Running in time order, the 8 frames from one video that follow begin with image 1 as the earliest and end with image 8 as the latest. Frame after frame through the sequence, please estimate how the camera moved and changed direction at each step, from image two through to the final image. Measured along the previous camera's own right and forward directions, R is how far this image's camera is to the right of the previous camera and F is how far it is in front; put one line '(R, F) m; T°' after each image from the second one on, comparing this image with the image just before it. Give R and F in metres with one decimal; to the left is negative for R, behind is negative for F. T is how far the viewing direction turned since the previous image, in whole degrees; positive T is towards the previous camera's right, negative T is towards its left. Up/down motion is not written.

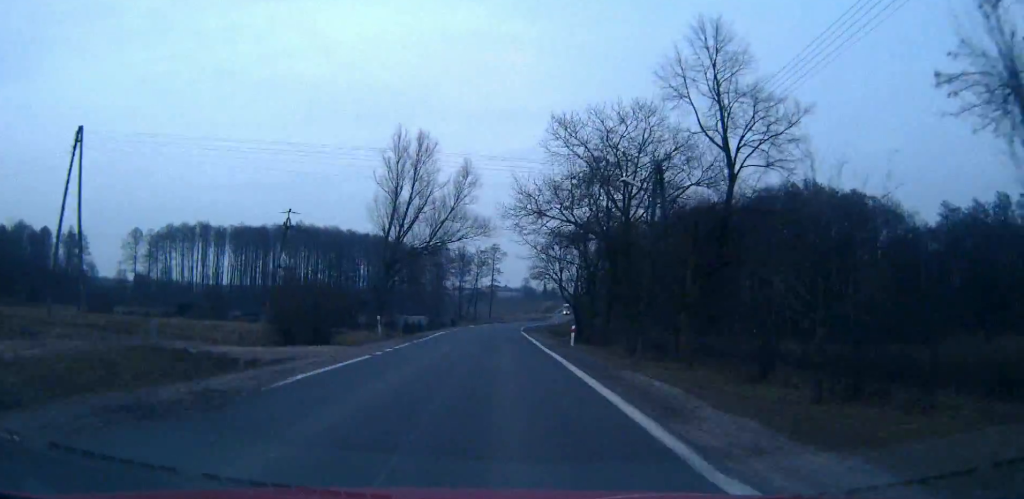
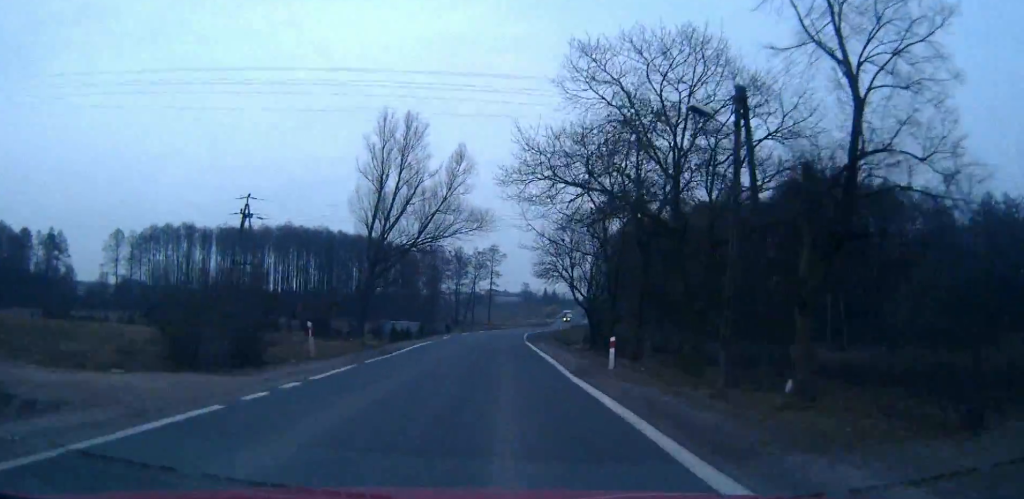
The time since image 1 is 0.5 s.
(0.0, +11.2) m; 0°
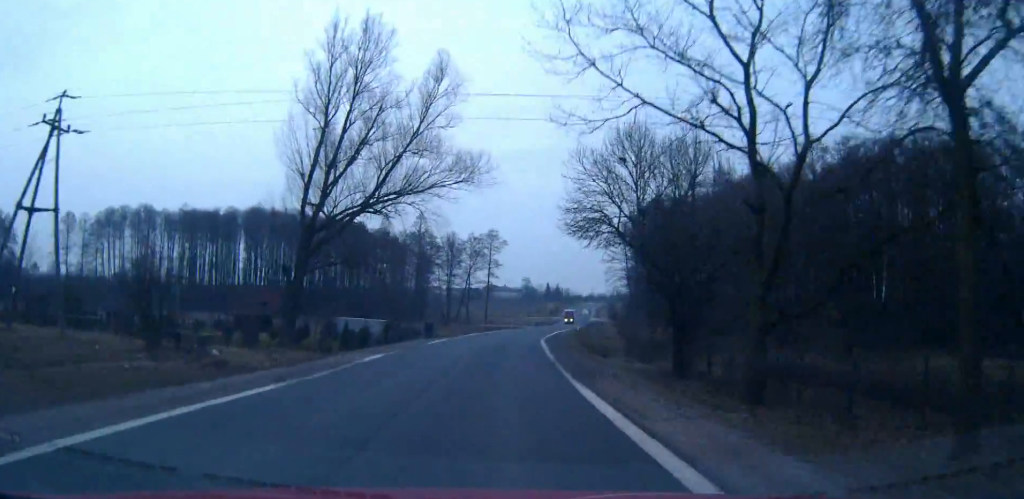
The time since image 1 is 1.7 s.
(0.0, +27.4) m; 0°
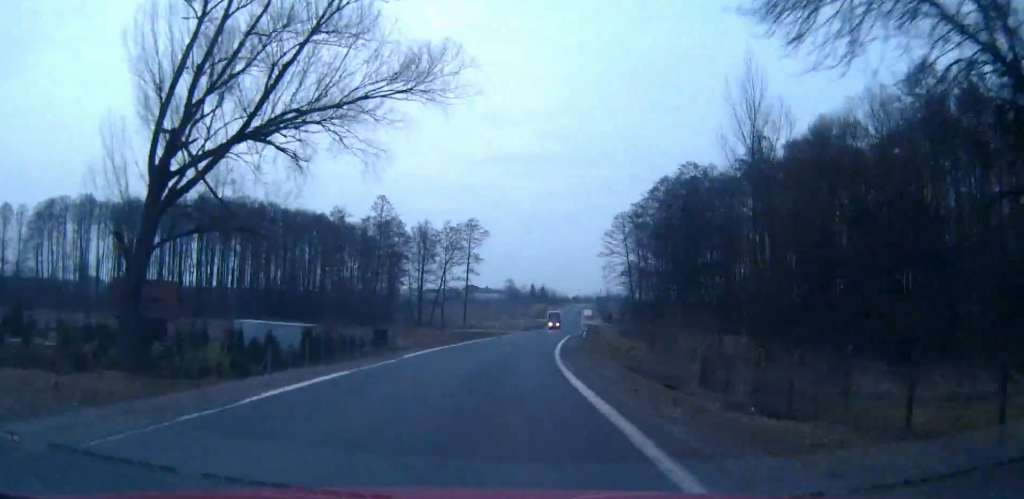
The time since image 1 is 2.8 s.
(+0.1, +23.1) m; +1°
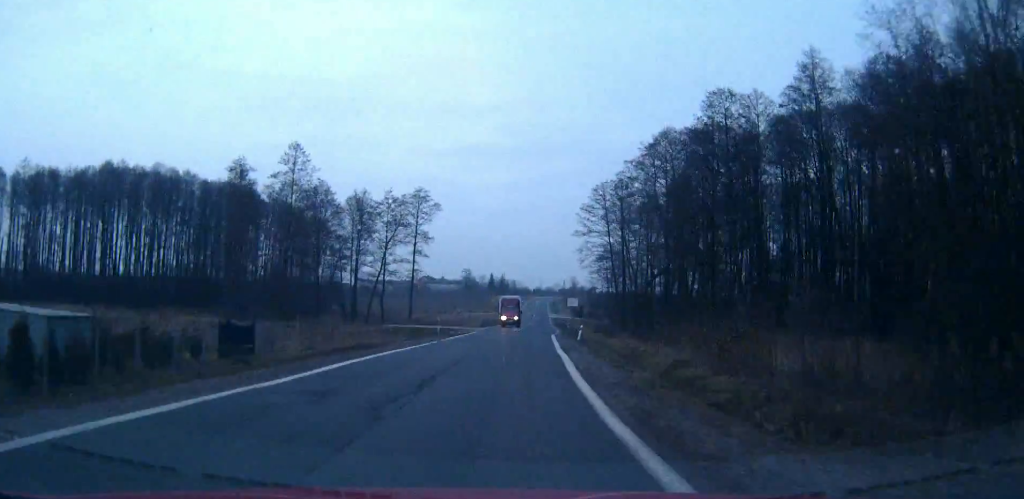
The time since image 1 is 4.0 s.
(+0.6, +25.7) m; +3°
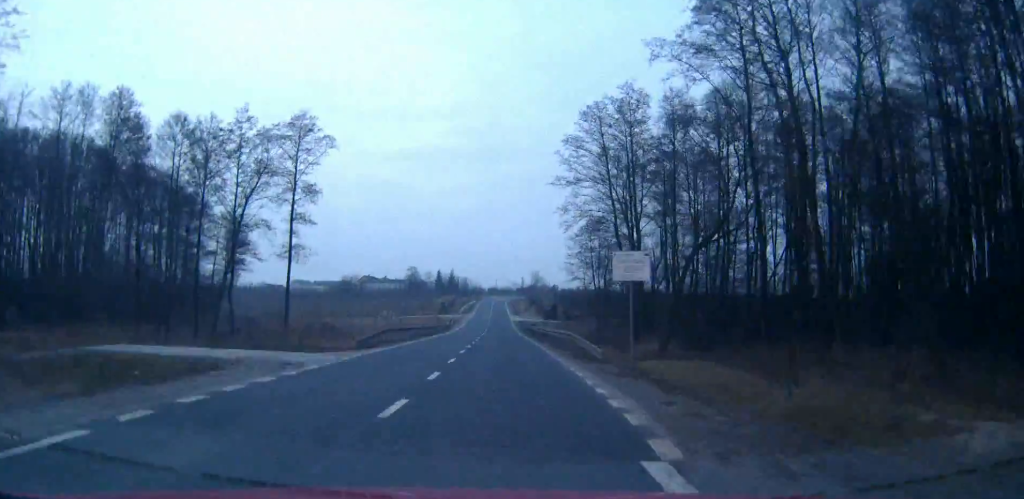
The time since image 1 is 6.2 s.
(+1.9, +46.2) m; +4°
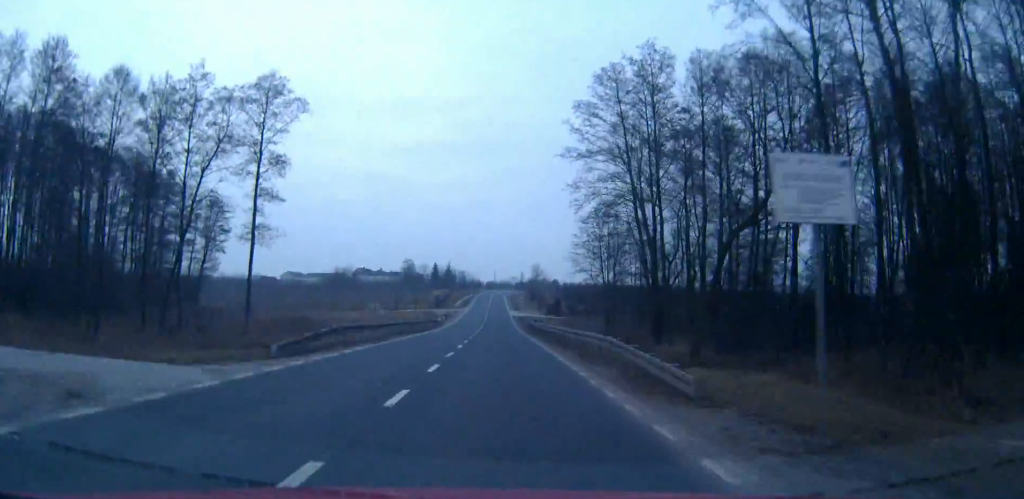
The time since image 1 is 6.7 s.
(0.0, +10.7) m; 0°
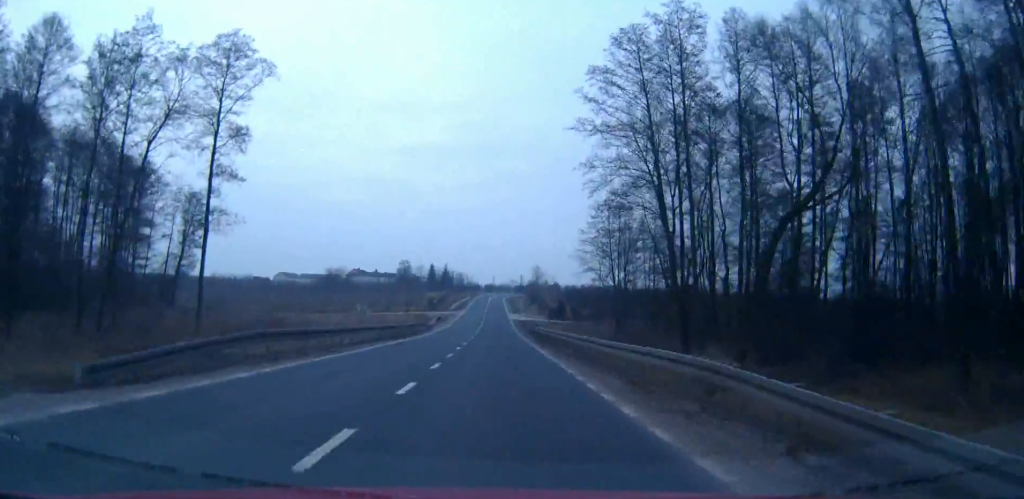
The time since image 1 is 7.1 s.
(0.0, +10.0) m; 0°
